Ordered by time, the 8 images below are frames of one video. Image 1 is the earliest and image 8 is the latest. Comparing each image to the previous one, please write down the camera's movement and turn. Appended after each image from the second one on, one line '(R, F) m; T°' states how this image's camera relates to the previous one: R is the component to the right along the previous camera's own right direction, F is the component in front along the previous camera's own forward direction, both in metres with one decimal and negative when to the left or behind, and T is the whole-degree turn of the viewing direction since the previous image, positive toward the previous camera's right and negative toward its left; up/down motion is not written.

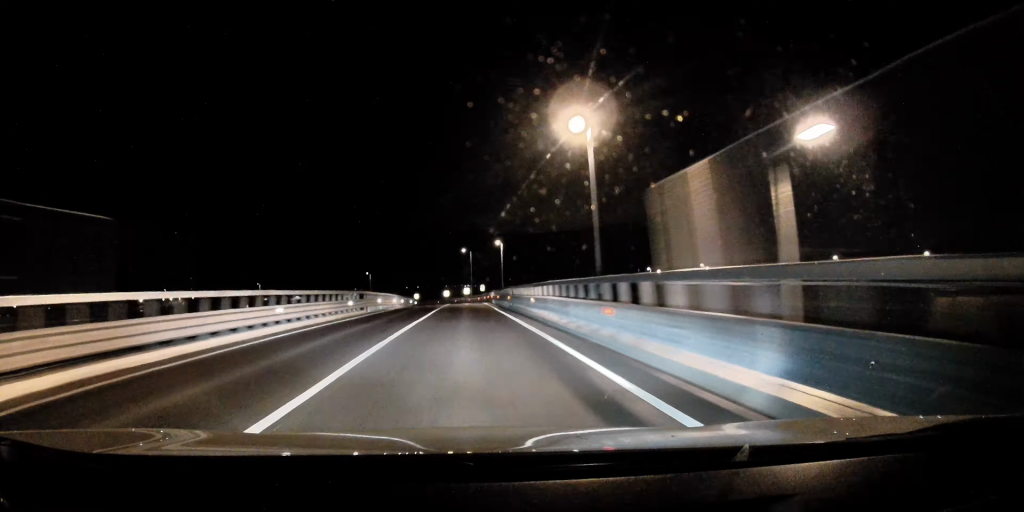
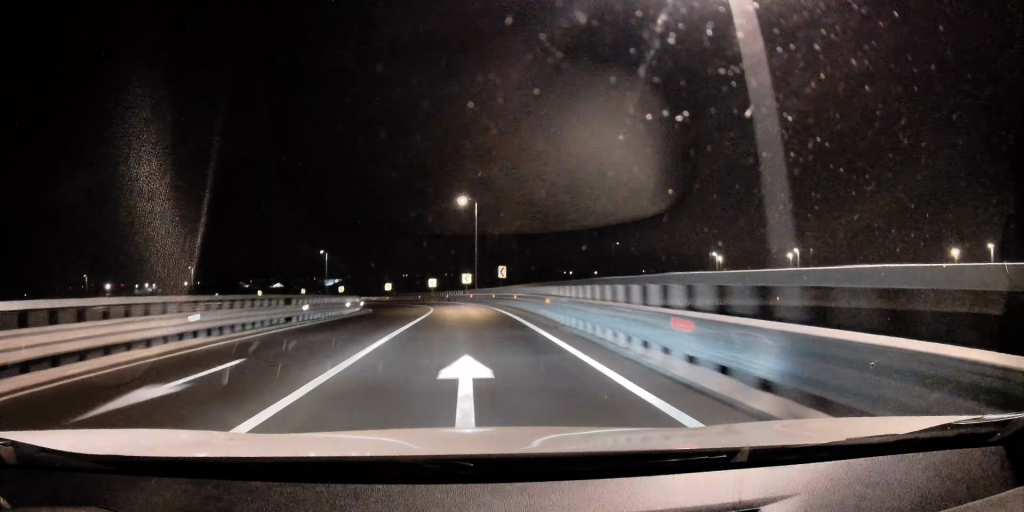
(-0.2, +51.8) m; +1°
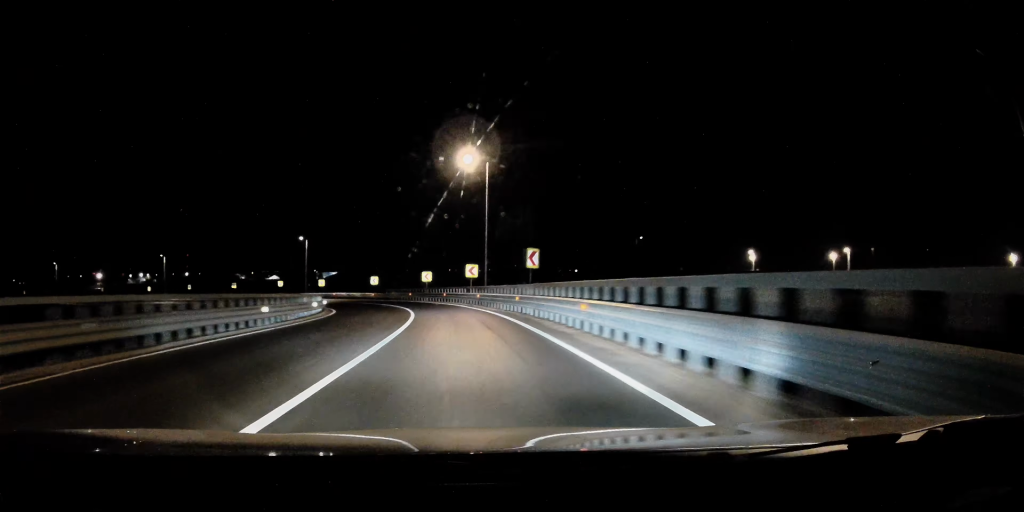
(+0.5, +17.5) m; 0°
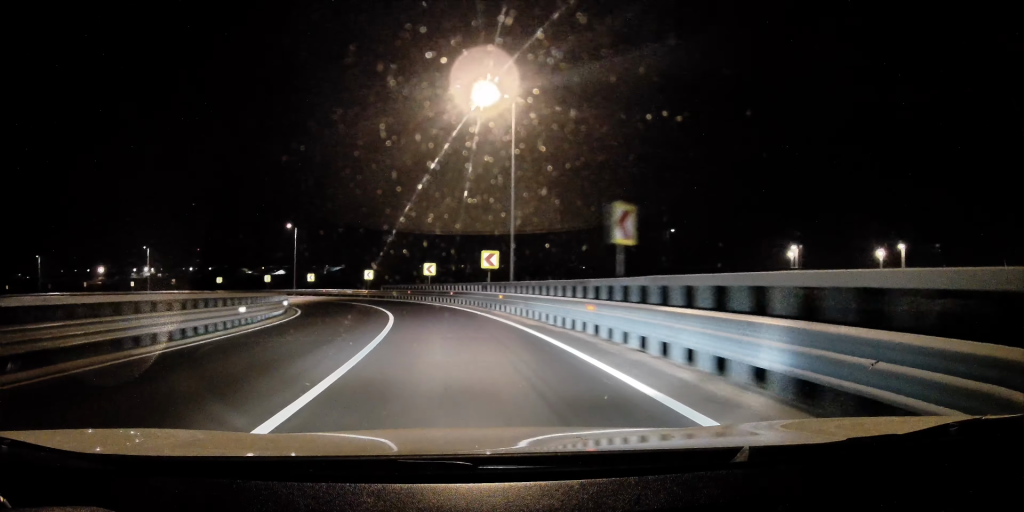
(0.0, +13.4) m; -2°
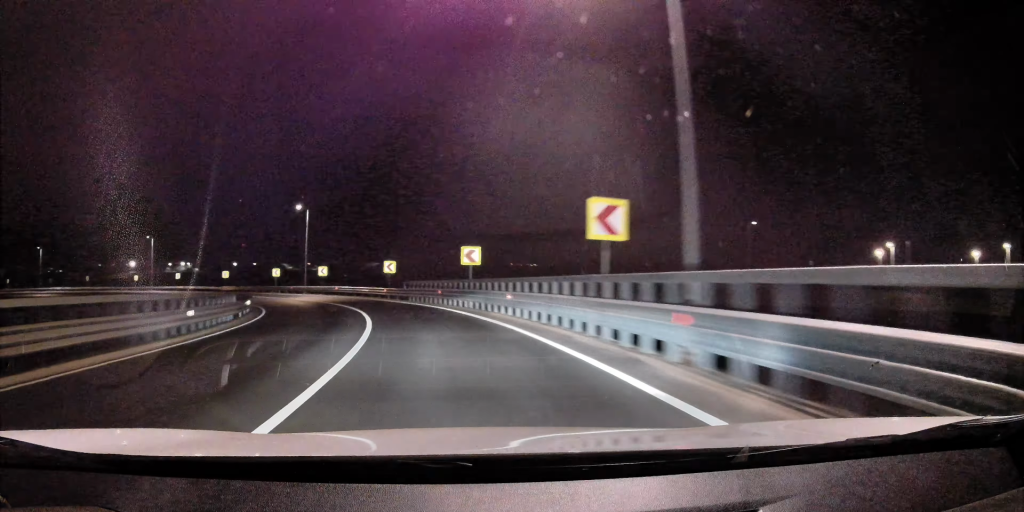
(-0.6, +17.2) m; -6°
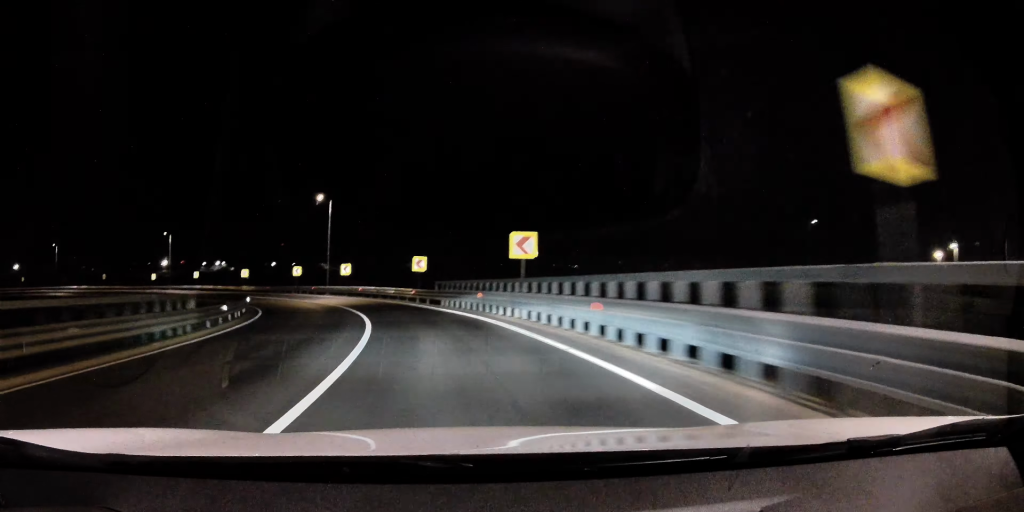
(-0.4, +7.9) m; -3°
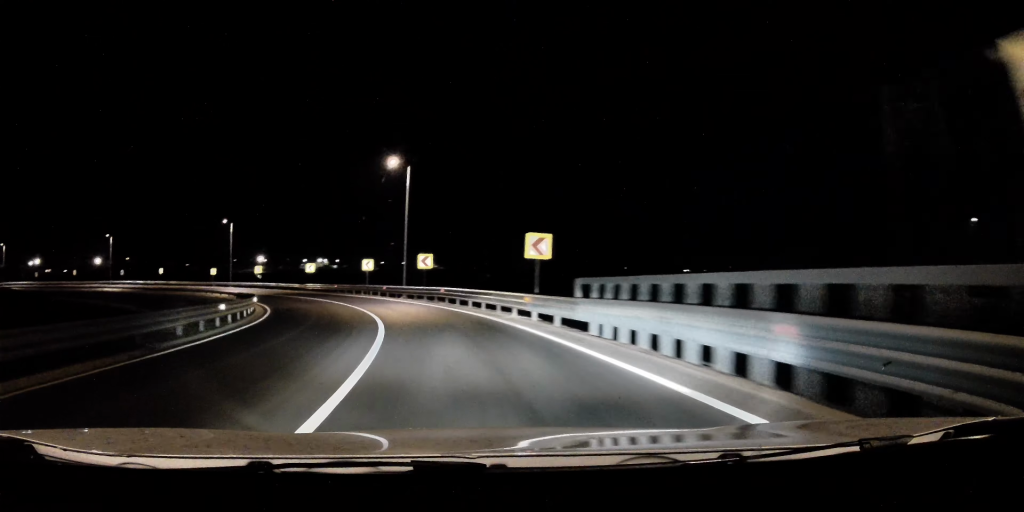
(-1.0, +17.7) m; -9°
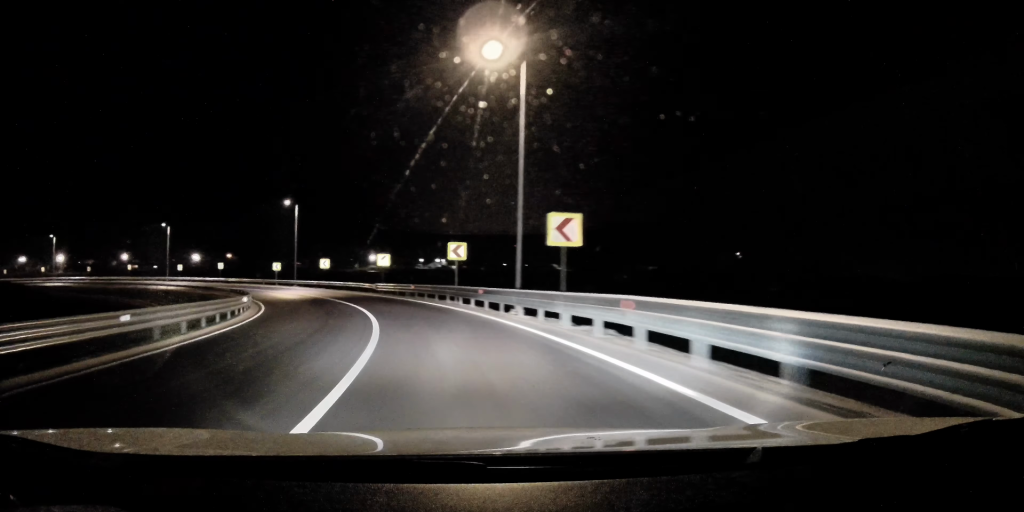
(-2.5, +21.0) m; -19°
